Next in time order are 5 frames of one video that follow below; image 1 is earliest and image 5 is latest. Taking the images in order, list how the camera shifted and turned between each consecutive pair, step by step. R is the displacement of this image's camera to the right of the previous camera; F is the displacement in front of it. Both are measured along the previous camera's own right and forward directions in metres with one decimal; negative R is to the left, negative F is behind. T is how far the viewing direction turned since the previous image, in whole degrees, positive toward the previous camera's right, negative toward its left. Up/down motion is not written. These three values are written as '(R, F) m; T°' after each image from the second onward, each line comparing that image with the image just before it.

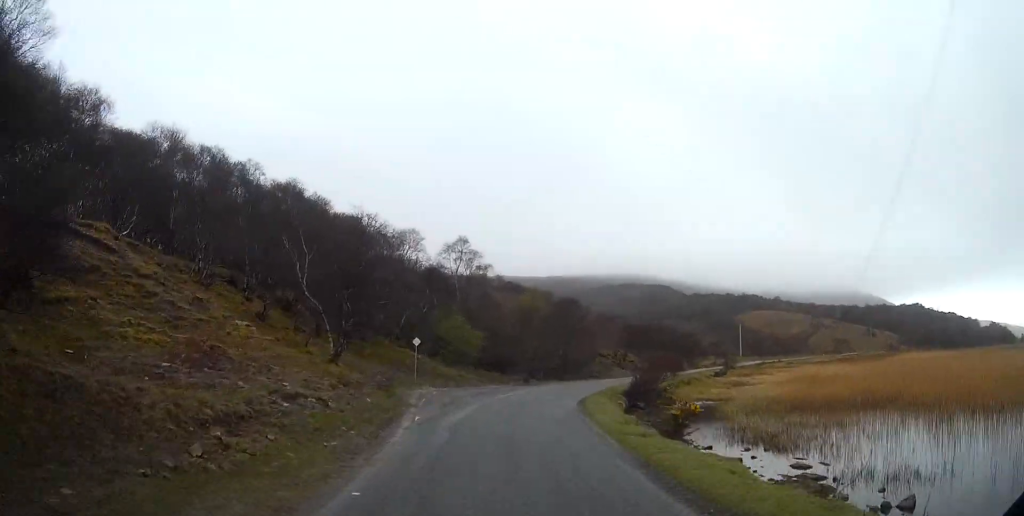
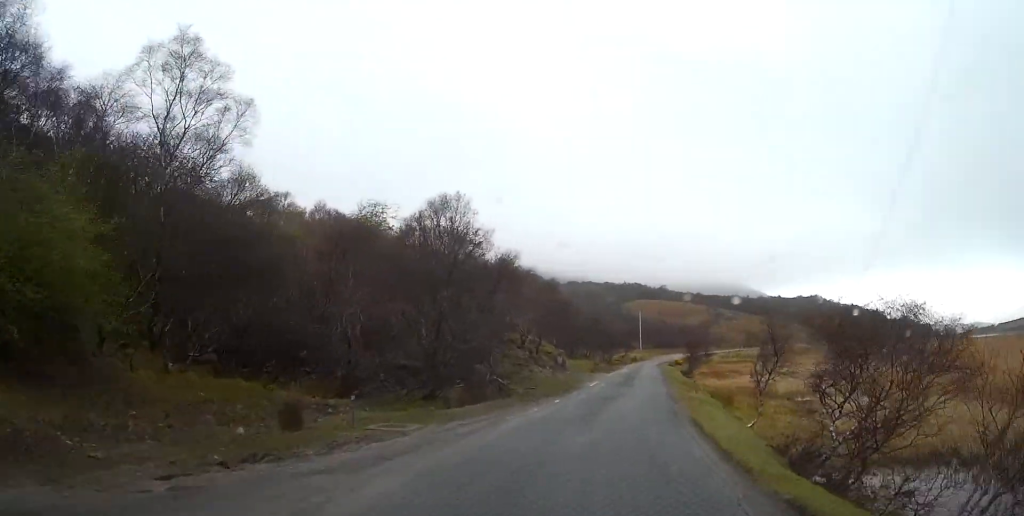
(+0.3, +36.5) m; +7°
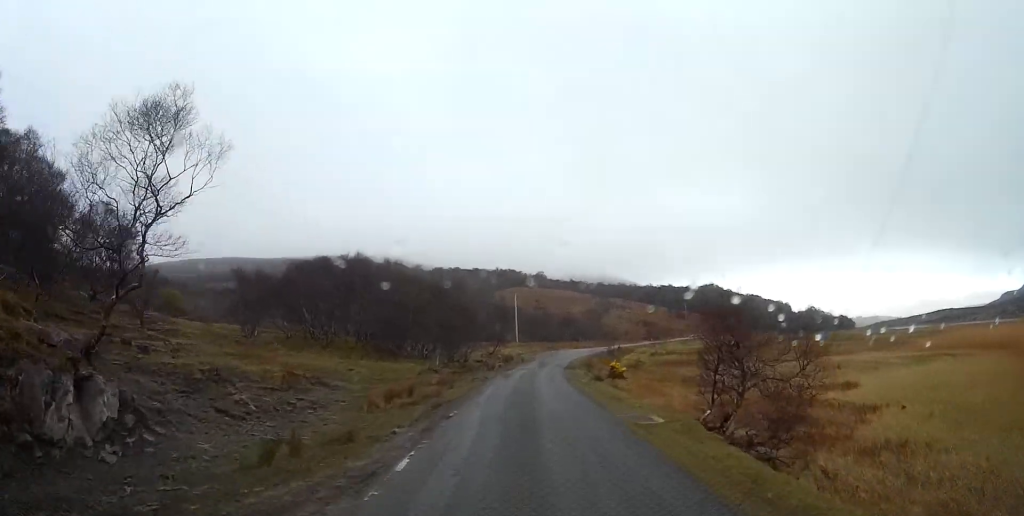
(+6.6, +44.5) m; +11°
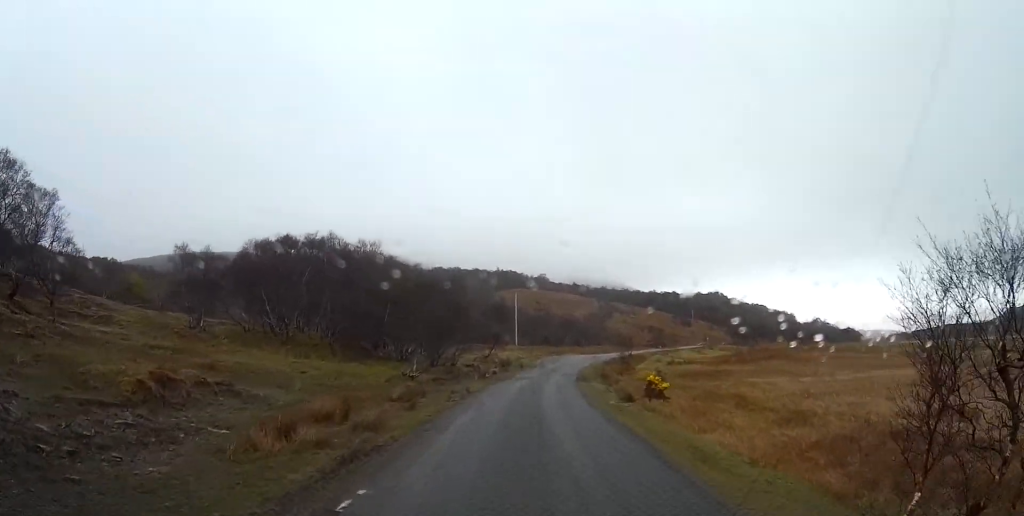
(0.0, +9.8) m; 0°
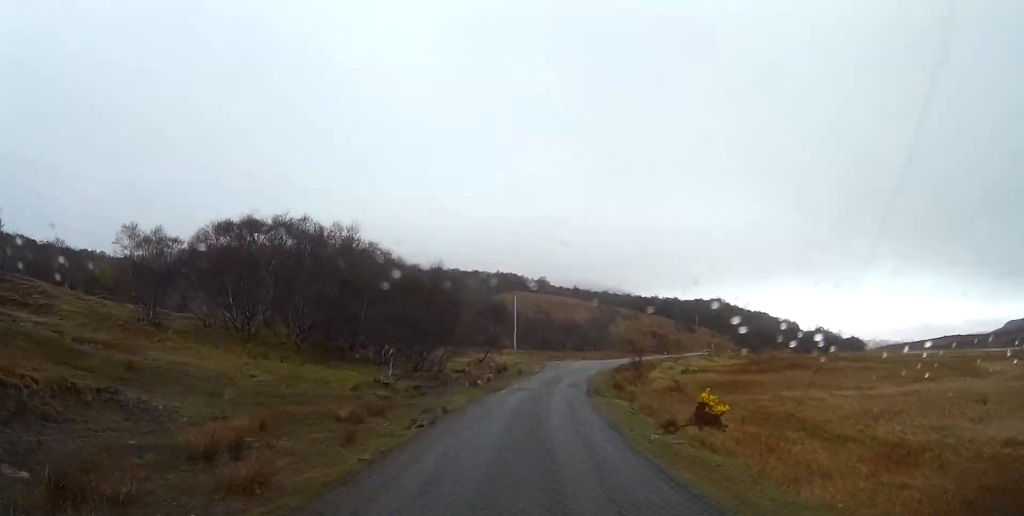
(-0.1, +6.7) m; 0°
